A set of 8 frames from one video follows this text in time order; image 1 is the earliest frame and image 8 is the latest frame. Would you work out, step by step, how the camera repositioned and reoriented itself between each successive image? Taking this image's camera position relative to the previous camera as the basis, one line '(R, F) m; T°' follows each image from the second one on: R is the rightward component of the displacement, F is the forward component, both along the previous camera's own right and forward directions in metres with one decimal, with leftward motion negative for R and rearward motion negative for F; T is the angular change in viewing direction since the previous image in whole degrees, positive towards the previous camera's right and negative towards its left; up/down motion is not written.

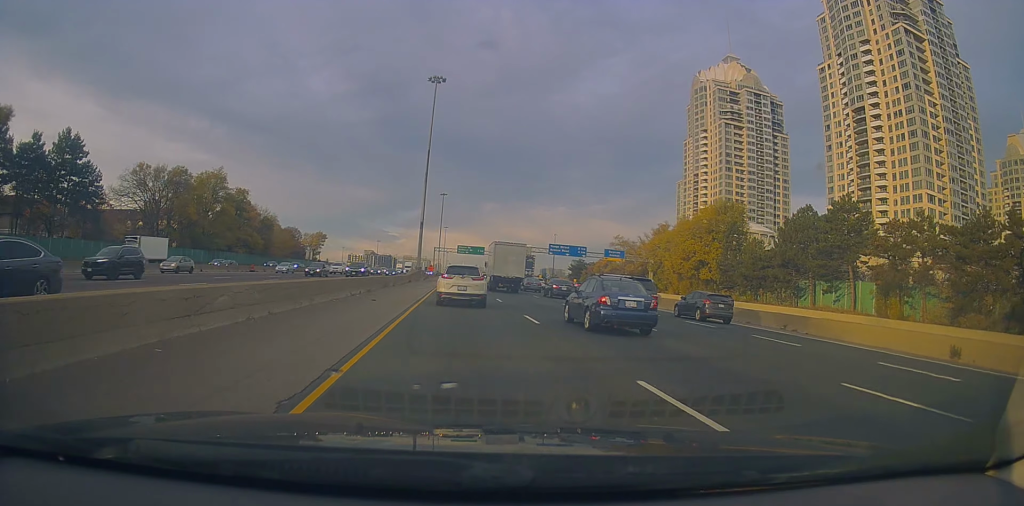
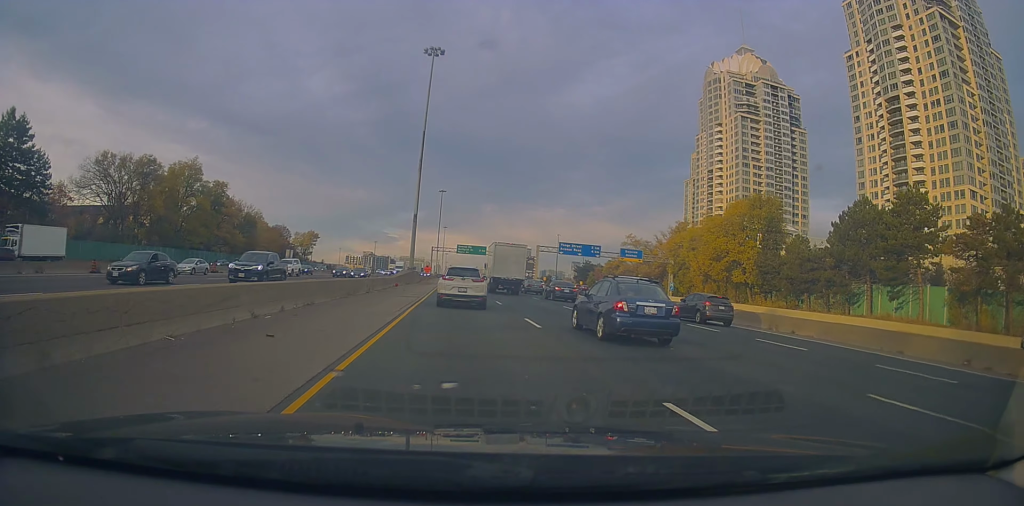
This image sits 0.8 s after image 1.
(+0.2, +13.0) m; 0°
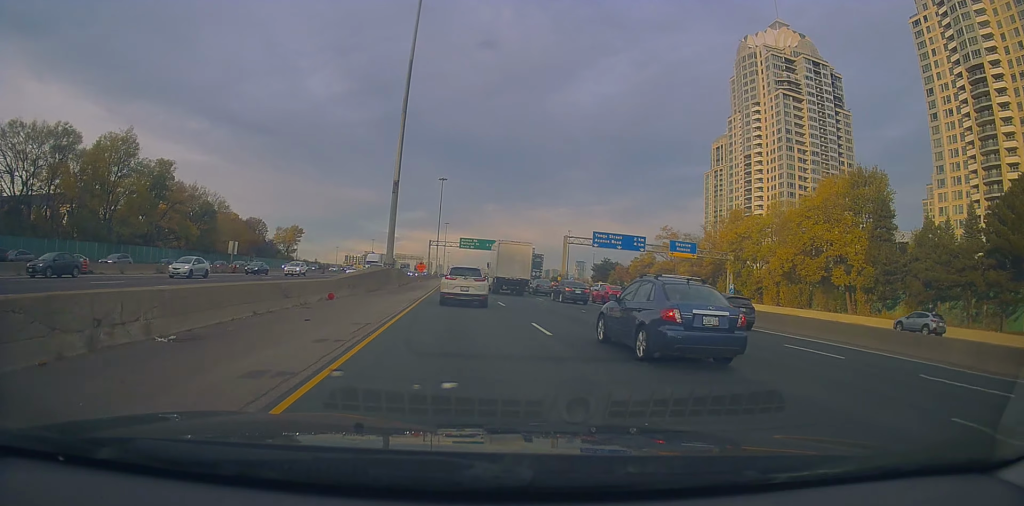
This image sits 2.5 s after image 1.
(-1.1, +25.4) m; -3°
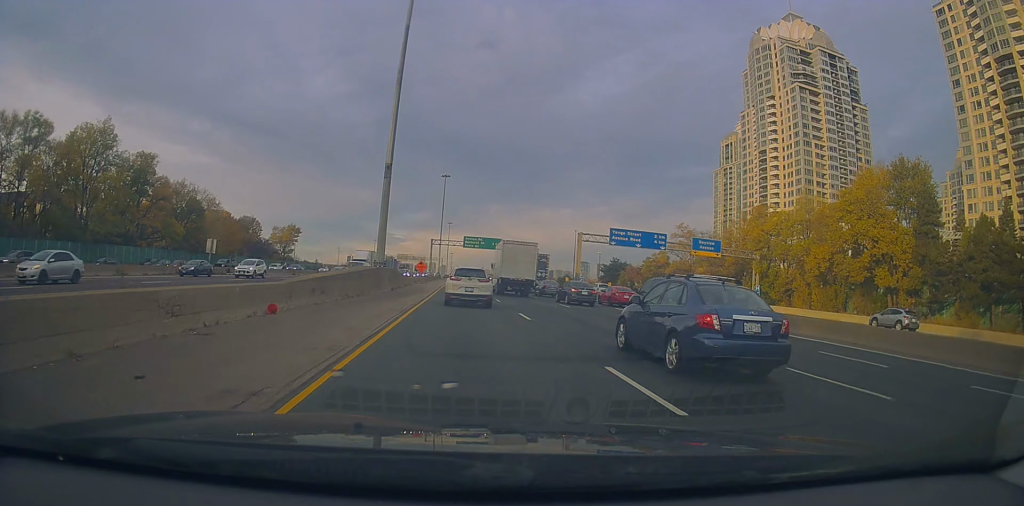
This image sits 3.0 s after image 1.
(+0.3, +8.0) m; +1°
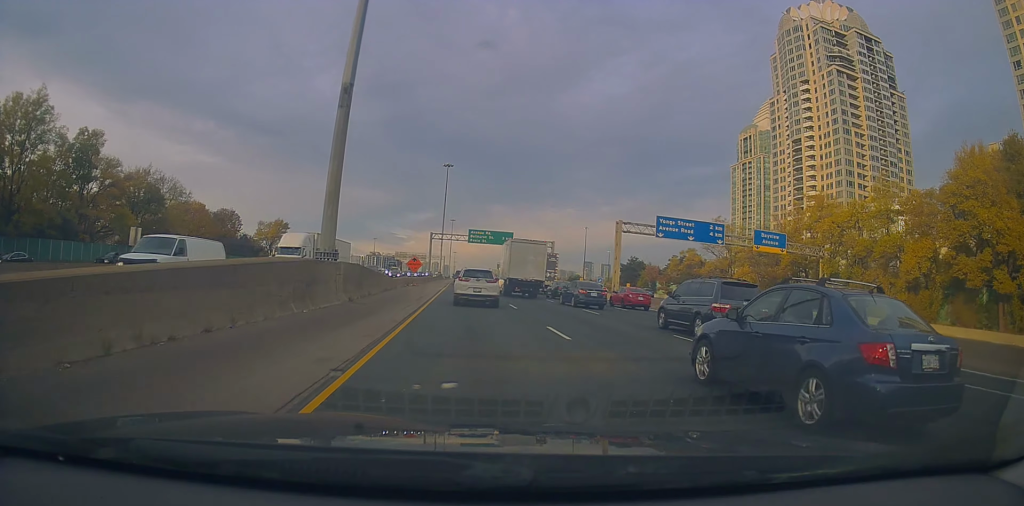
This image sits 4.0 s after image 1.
(+0.4, +16.3) m; 0°
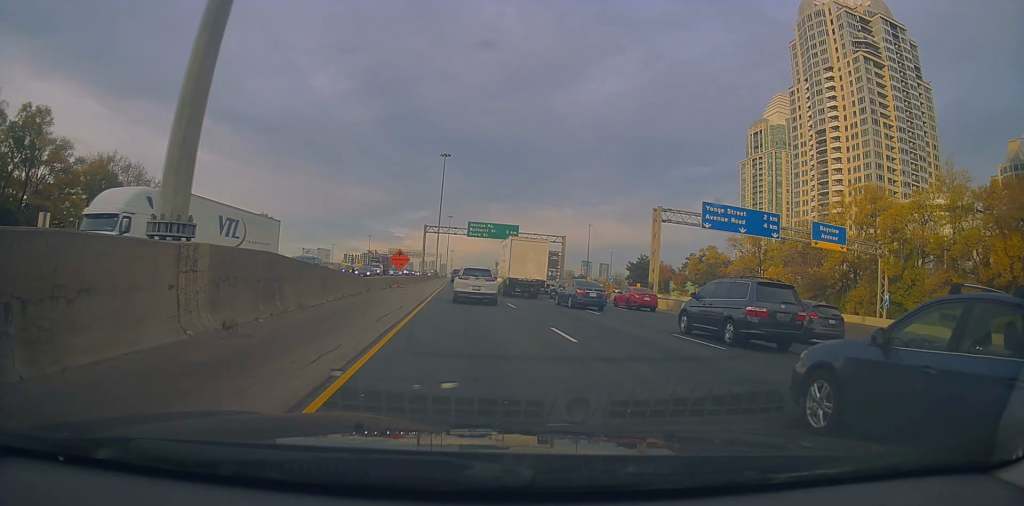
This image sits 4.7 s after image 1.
(-0.1, +12.4) m; -1°
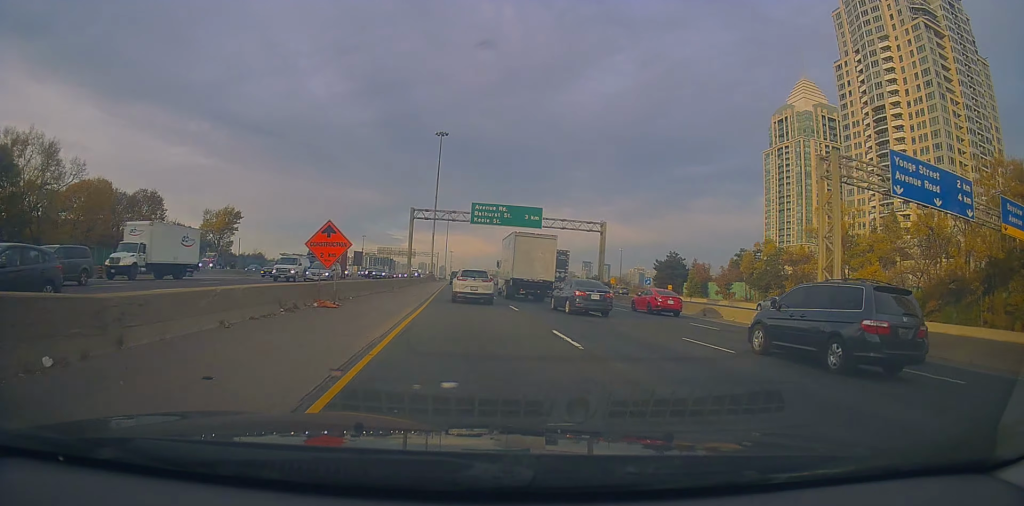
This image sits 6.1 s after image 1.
(+0.2, +23.7) m; +2°
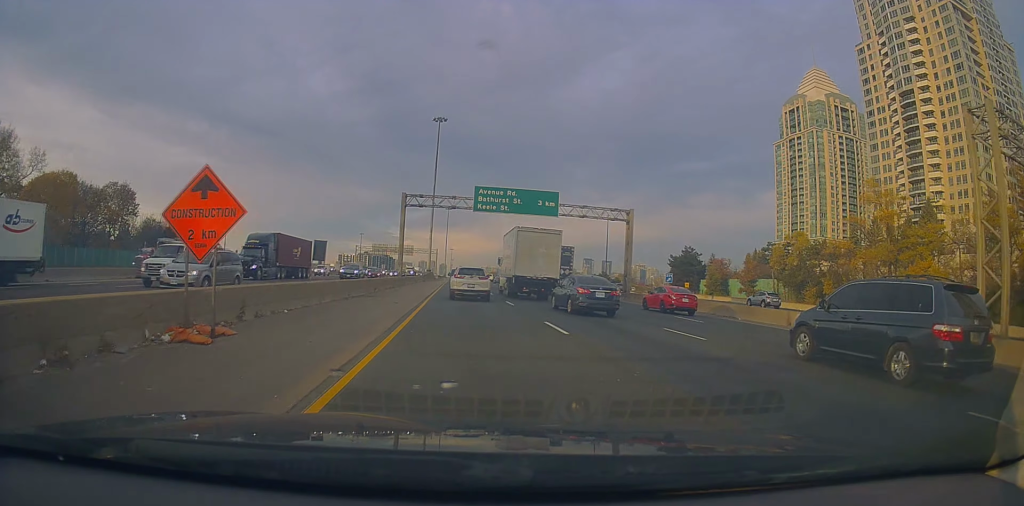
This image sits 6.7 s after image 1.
(+0.2, +10.4) m; 0°
